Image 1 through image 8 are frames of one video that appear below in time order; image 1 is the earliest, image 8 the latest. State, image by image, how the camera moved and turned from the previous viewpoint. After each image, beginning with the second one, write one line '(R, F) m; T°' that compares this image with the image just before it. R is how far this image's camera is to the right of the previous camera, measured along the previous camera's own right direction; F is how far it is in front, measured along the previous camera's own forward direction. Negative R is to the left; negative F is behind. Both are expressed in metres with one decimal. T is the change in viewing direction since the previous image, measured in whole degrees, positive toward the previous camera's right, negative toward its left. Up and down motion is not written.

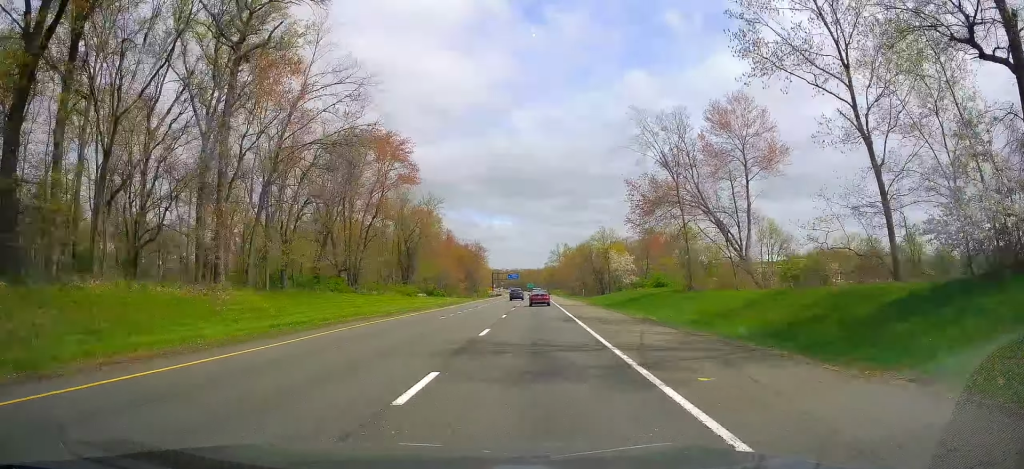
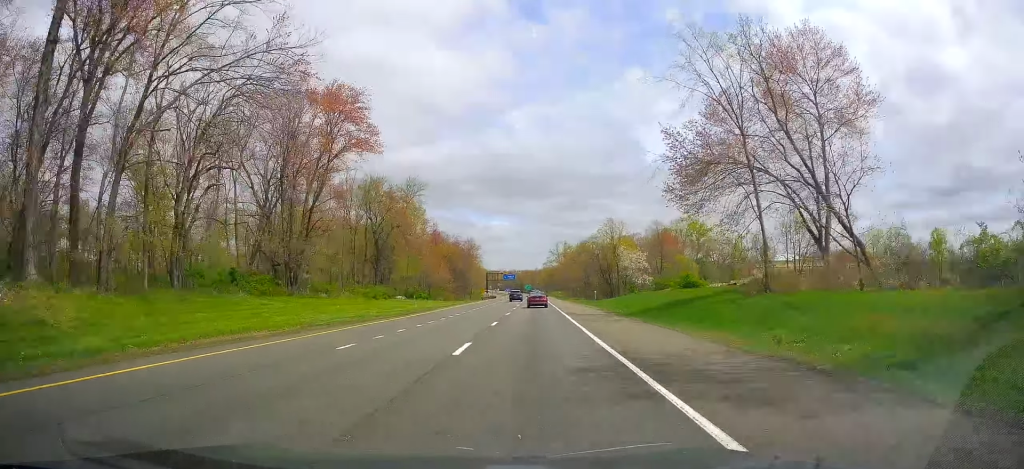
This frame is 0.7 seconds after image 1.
(0.0, +17.8) m; 0°
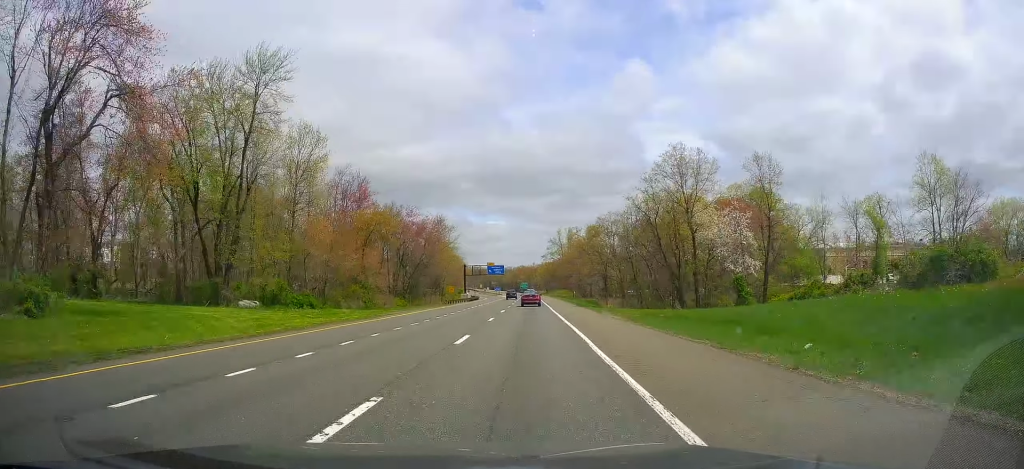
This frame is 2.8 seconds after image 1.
(+0.9, +57.2) m; +1°
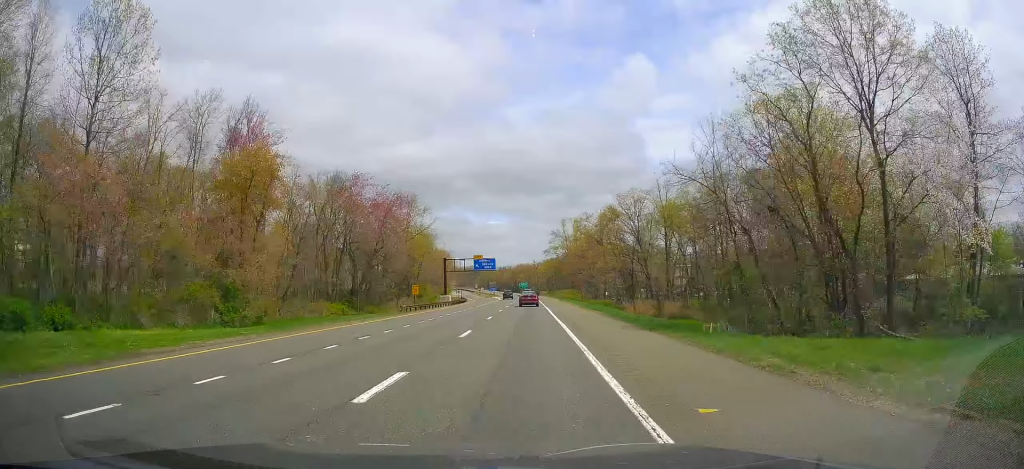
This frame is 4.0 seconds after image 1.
(0.0, +33.6) m; 0°
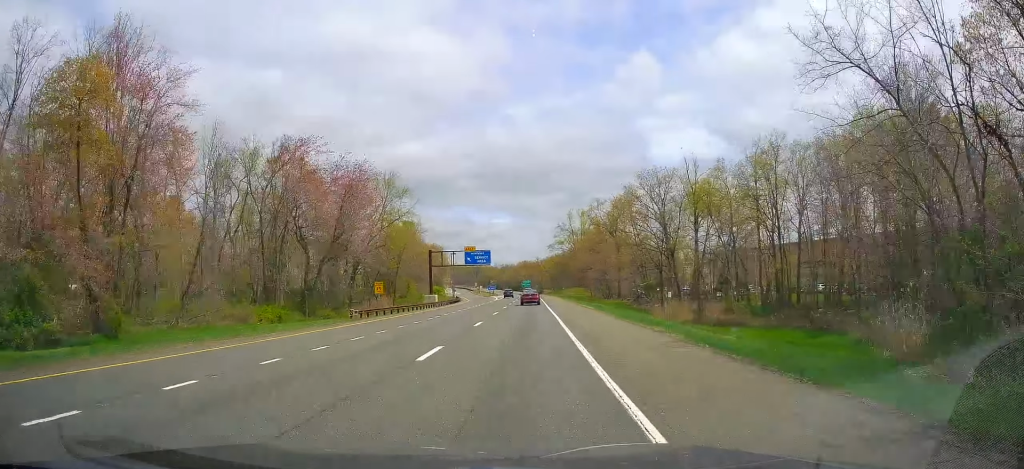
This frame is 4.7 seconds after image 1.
(0.0, +19.3) m; 0°
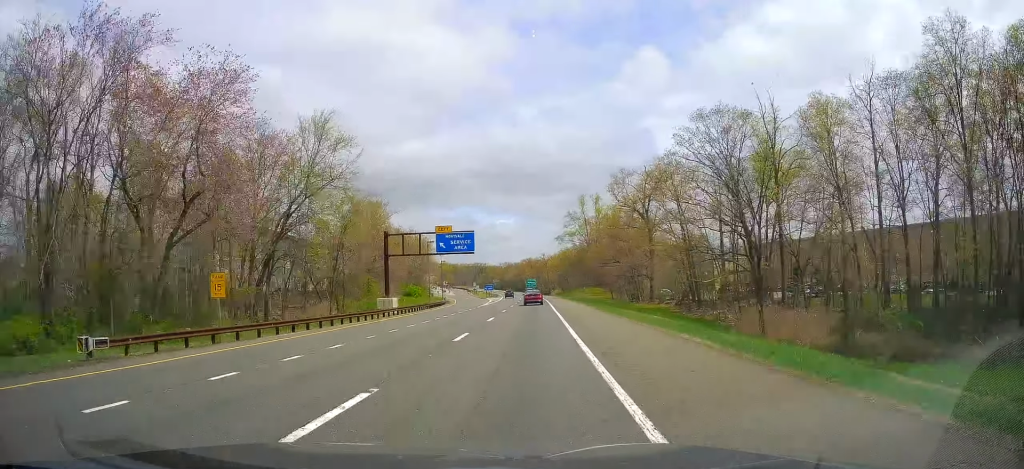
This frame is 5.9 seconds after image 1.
(-0.1, +31.5) m; 0°
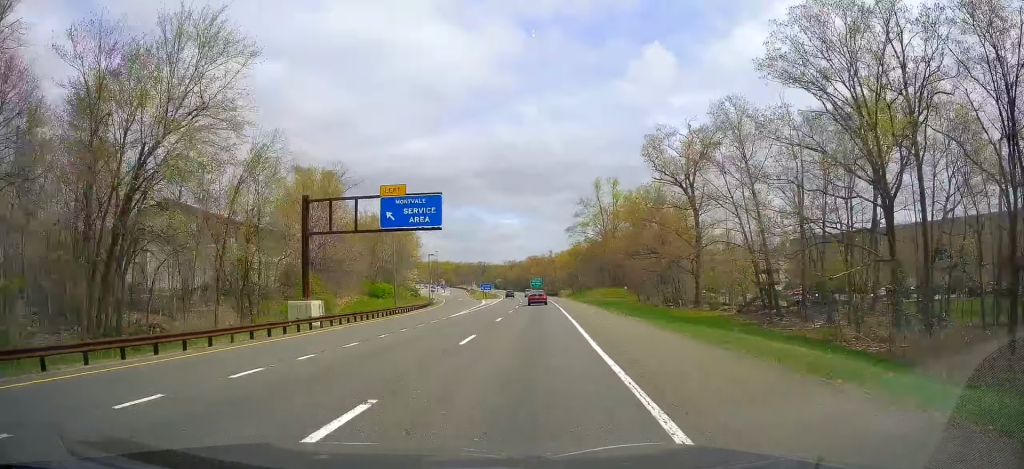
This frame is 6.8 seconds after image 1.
(-0.1, +25.1) m; -1°
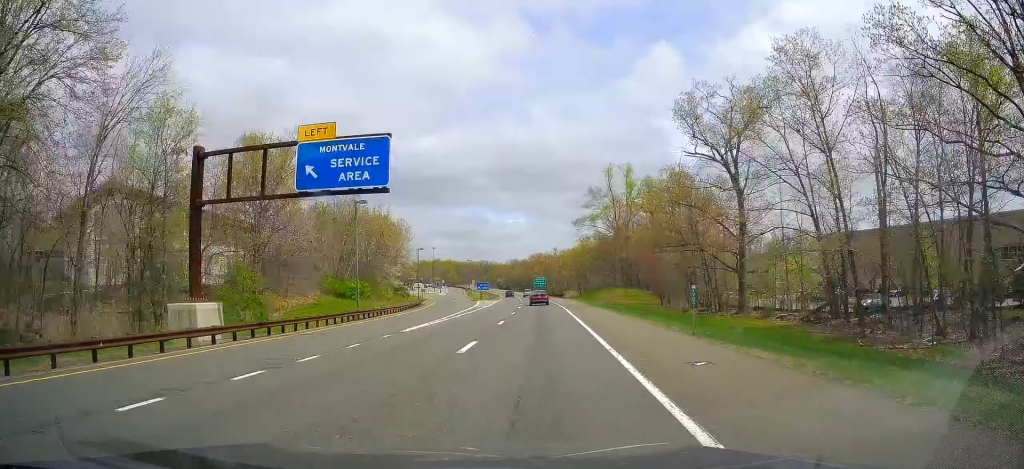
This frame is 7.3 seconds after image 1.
(-0.3, +15.0) m; 0°
